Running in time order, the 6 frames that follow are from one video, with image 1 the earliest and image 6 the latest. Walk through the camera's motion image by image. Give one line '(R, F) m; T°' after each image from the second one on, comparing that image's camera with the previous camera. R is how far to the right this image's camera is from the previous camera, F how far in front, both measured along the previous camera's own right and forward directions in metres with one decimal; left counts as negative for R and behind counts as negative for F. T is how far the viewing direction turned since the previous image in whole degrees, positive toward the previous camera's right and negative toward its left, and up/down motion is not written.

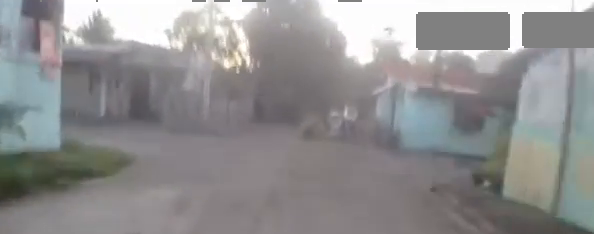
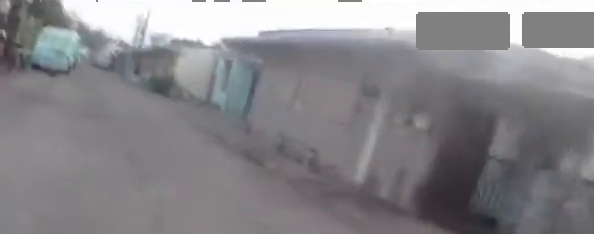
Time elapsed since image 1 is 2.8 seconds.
(-3.8, +11.5) m; -54°
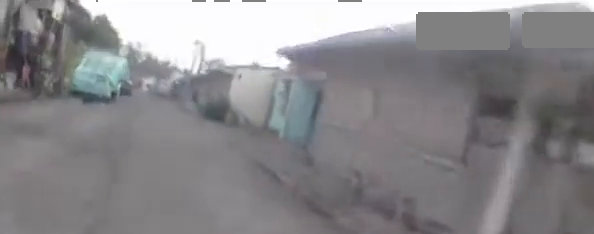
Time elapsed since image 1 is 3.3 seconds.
(-0.4, +2.5) m; -17°
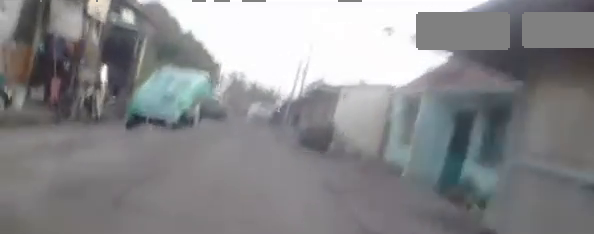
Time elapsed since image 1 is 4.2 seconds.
(-0.9, +3.8) m; -16°
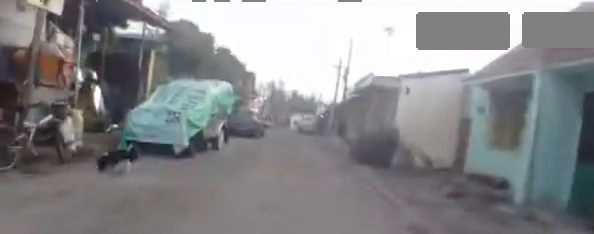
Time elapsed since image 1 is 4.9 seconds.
(-0.4, +3.4) m; -5°
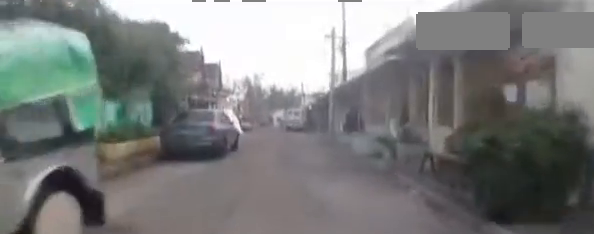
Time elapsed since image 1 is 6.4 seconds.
(+0.3, +7.2) m; 0°
